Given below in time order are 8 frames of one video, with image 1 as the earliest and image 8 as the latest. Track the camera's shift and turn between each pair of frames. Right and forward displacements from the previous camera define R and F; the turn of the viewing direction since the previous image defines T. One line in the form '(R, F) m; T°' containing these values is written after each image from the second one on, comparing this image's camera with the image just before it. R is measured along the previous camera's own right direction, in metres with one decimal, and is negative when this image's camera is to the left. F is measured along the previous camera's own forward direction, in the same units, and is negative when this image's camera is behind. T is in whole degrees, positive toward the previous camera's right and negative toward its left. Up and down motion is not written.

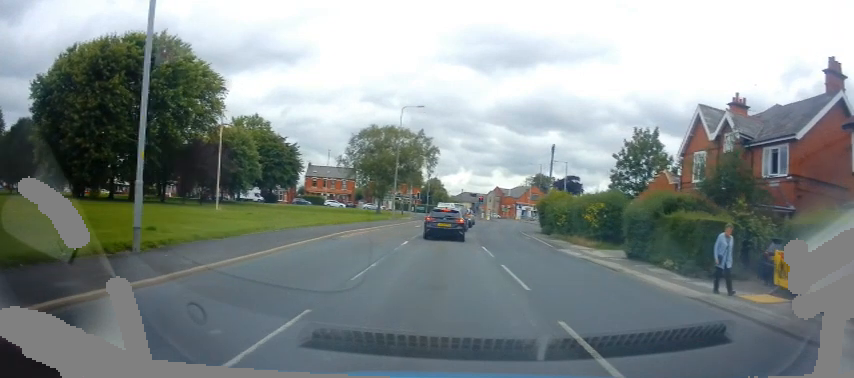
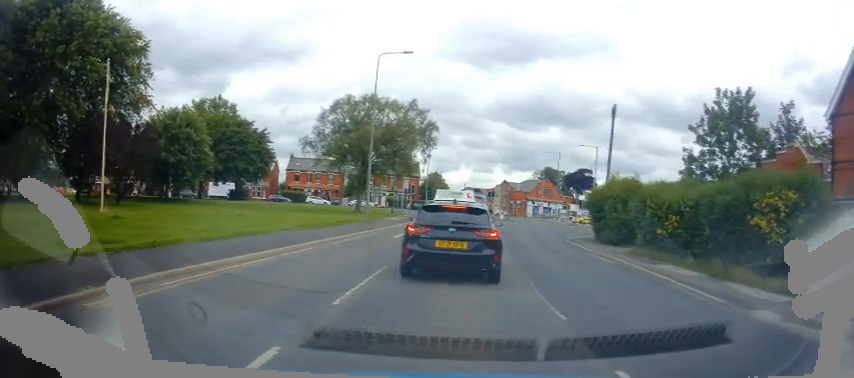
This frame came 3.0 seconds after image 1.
(-0.4, +13.2) m; -5°
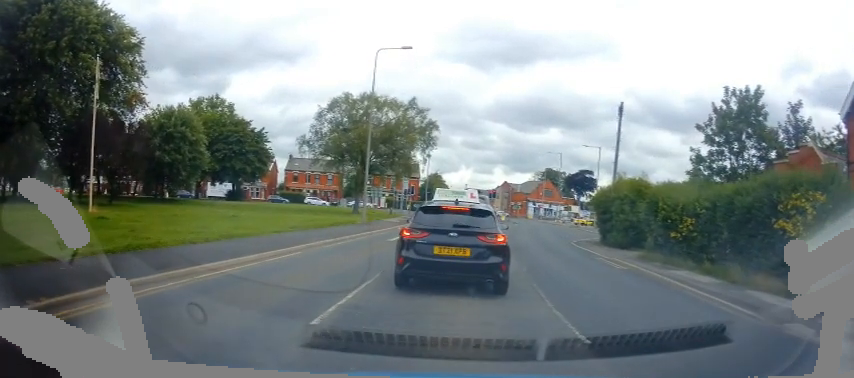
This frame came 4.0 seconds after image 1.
(-0.2, +0.9) m; 0°
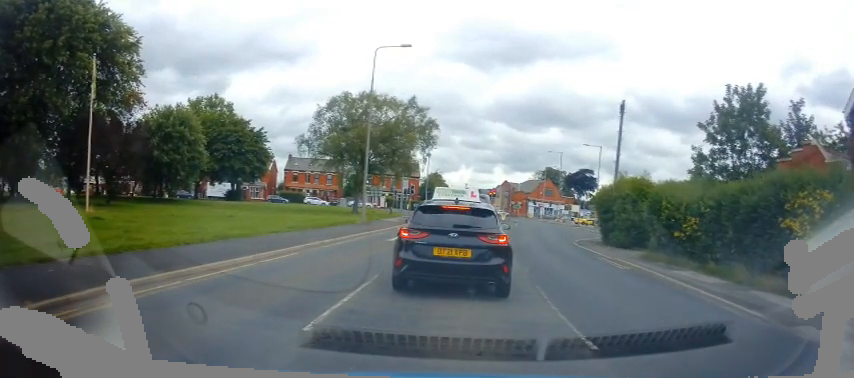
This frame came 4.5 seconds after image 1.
(0.0, +0.2) m; 0°
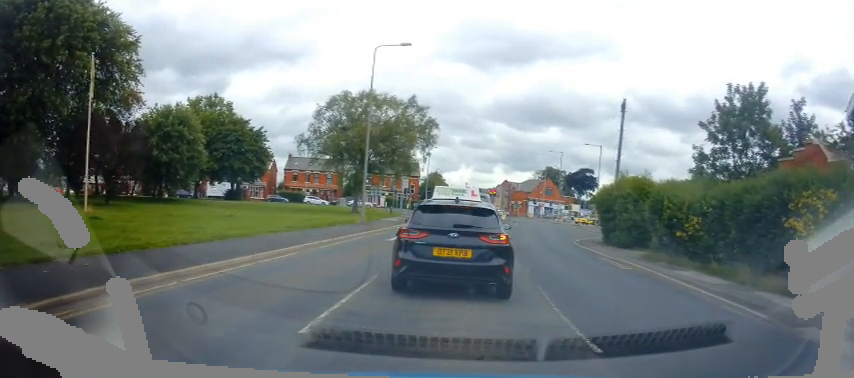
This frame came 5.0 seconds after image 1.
(0.0, +0.1) m; 0°
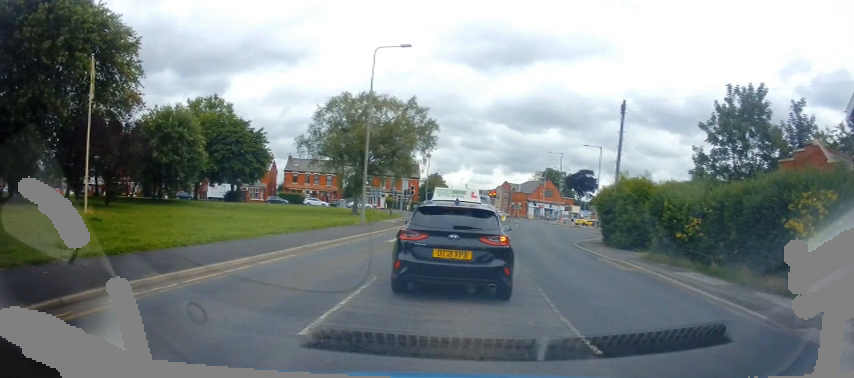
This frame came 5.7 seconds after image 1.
(0.0, 0.0) m; 0°
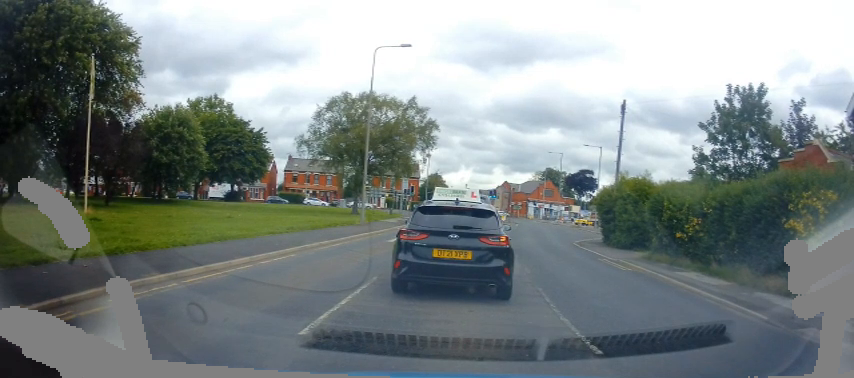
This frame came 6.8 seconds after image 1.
(0.0, 0.0) m; 0°
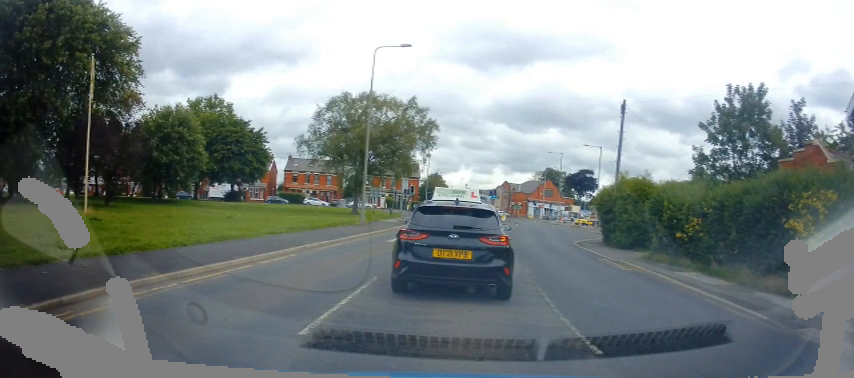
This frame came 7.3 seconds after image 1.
(0.0, 0.0) m; 0°
